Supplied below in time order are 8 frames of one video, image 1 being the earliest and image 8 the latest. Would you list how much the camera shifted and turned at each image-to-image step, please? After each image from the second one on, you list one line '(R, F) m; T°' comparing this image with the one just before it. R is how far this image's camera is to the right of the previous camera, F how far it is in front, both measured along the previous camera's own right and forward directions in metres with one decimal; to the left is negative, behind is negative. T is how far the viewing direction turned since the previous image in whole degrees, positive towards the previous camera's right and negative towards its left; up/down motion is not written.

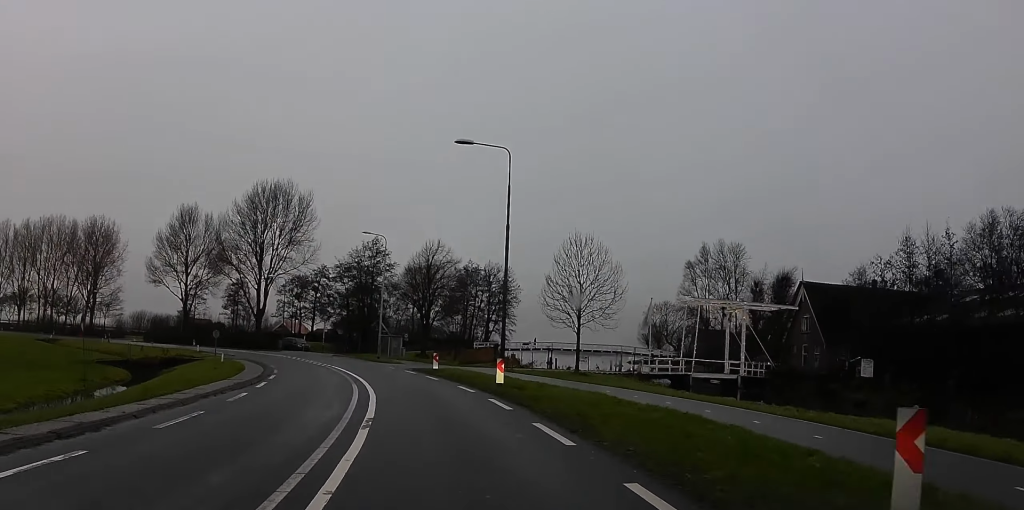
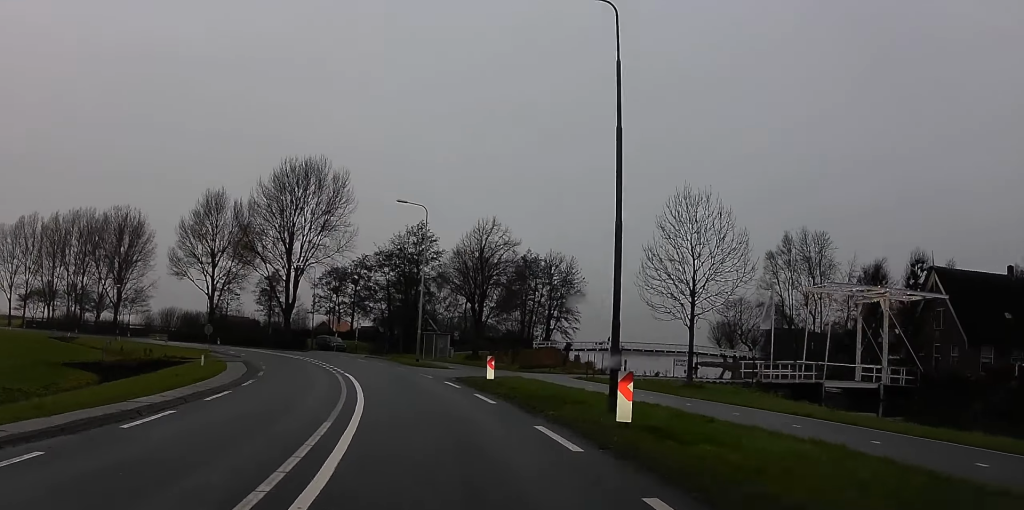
(-0.9, +12.4) m; -4°
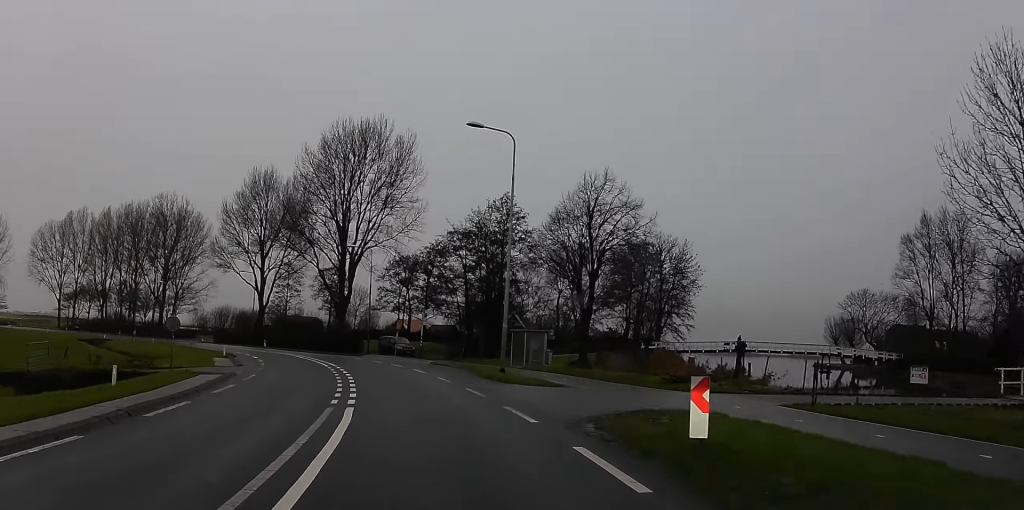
(-0.3, +17.3) m; -3°
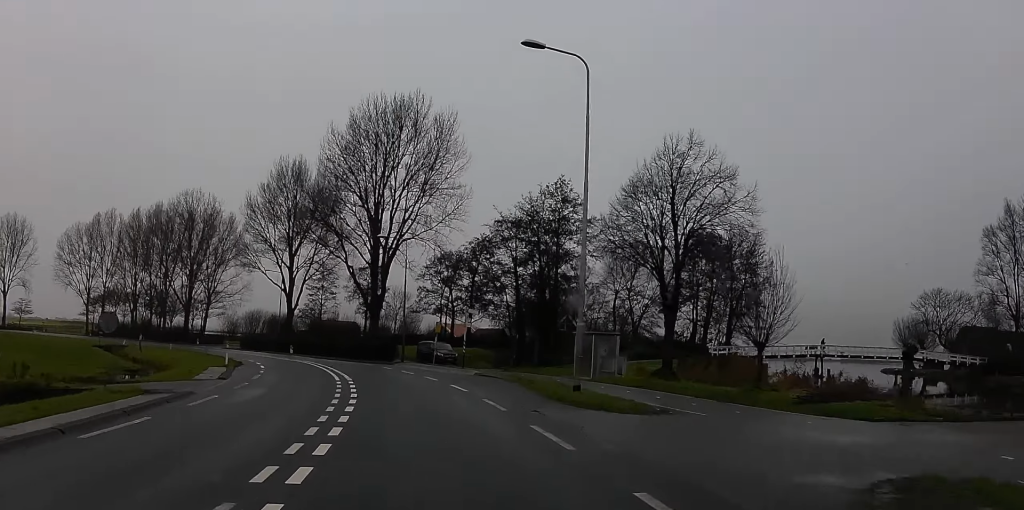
(-0.3, +9.0) m; -4°
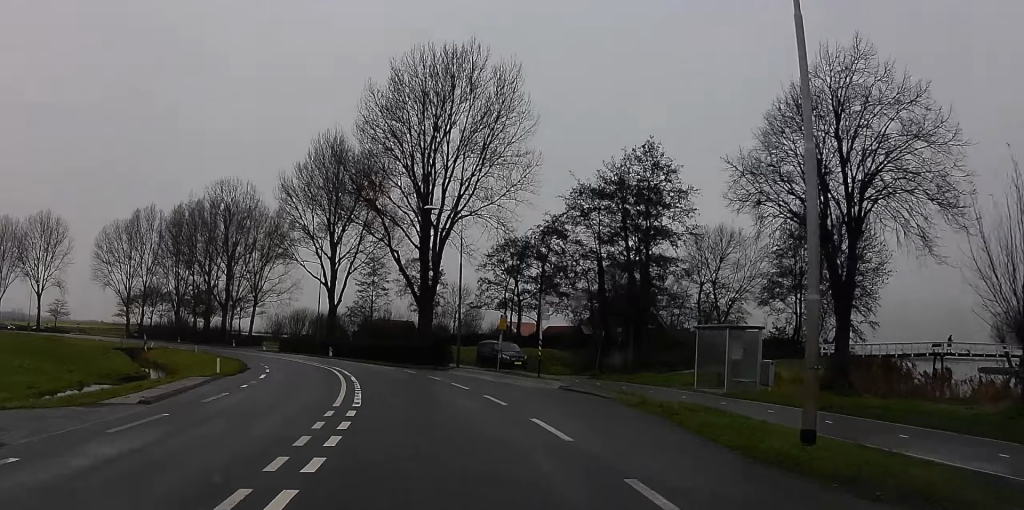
(-0.4, +11.3) m; -6°
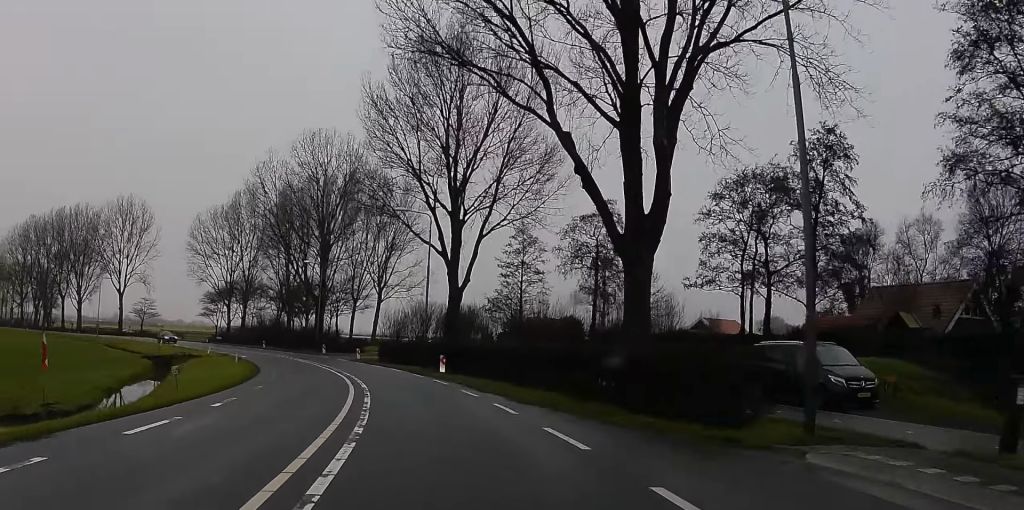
(-4.5, +29.7) m; -11°
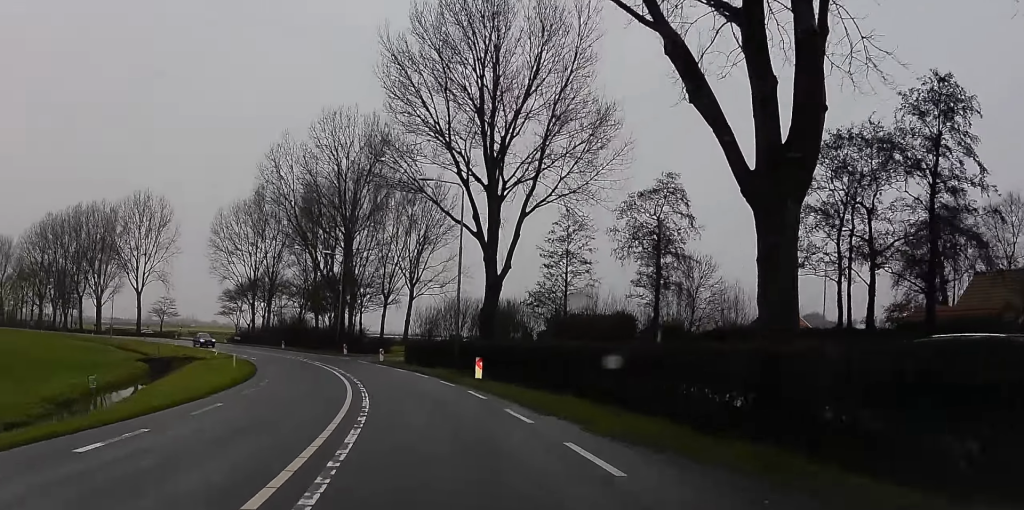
(+0.5, +7.7) m; -1°
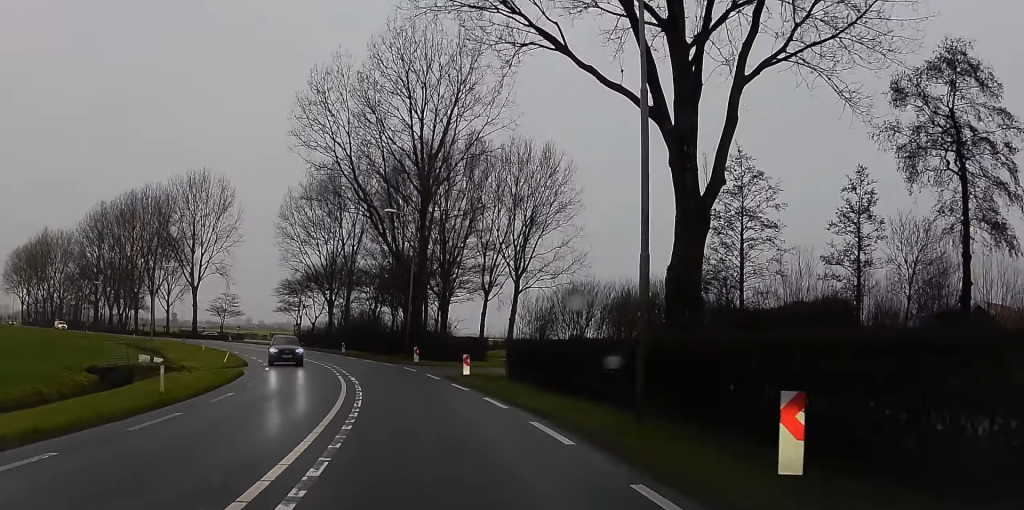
(-1.8, +21.5) m; -10°
